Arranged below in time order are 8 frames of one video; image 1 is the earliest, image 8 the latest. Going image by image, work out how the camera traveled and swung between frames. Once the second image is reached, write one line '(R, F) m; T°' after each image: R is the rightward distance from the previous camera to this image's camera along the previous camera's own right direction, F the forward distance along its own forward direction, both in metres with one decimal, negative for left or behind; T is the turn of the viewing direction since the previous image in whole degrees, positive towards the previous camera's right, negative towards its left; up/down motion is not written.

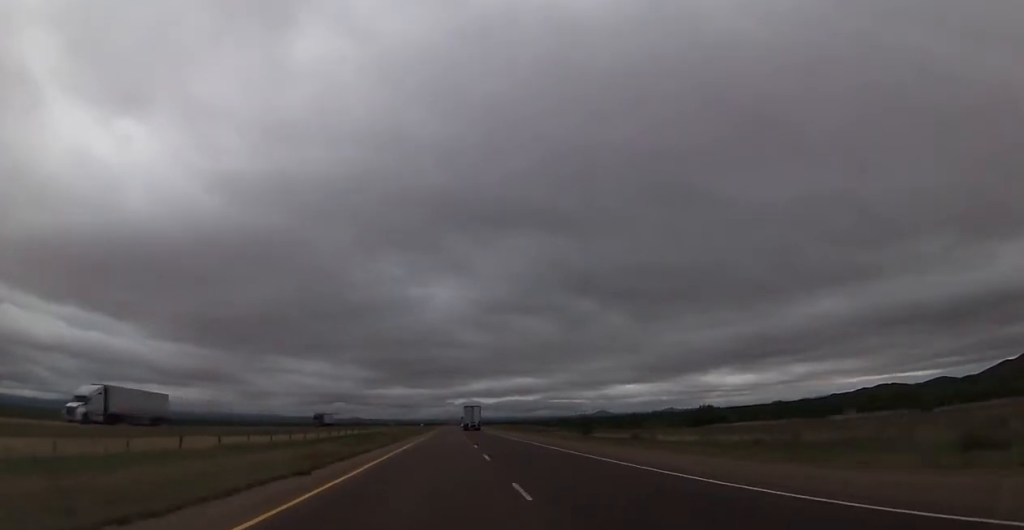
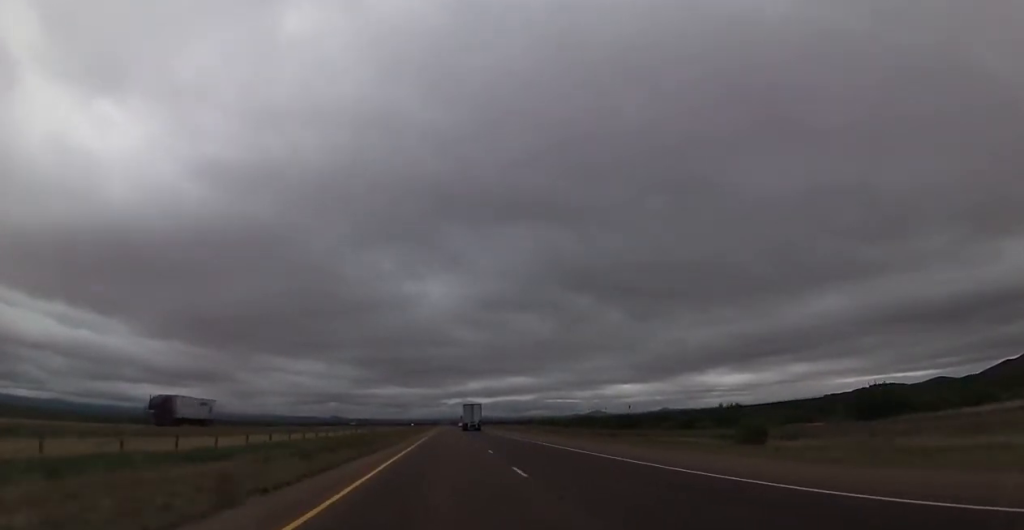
(+0.4, +56.1) m; +1°
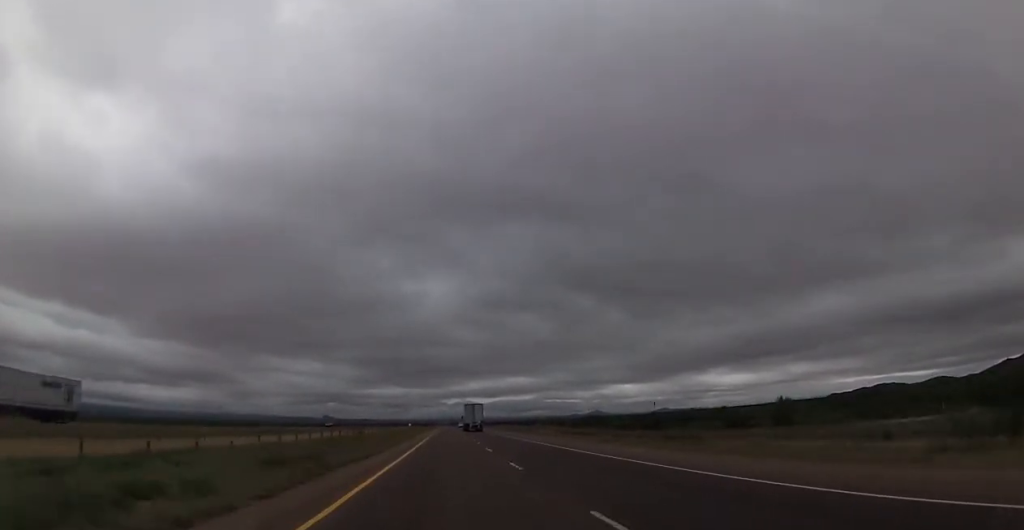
(+0.2, +21.9) m; 0°
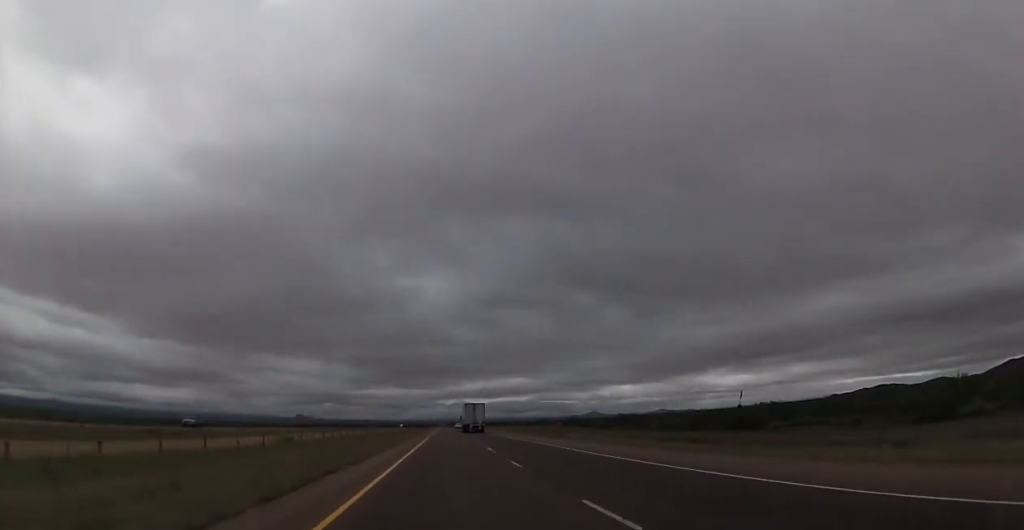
(-0.2, +47.6) m; -1°
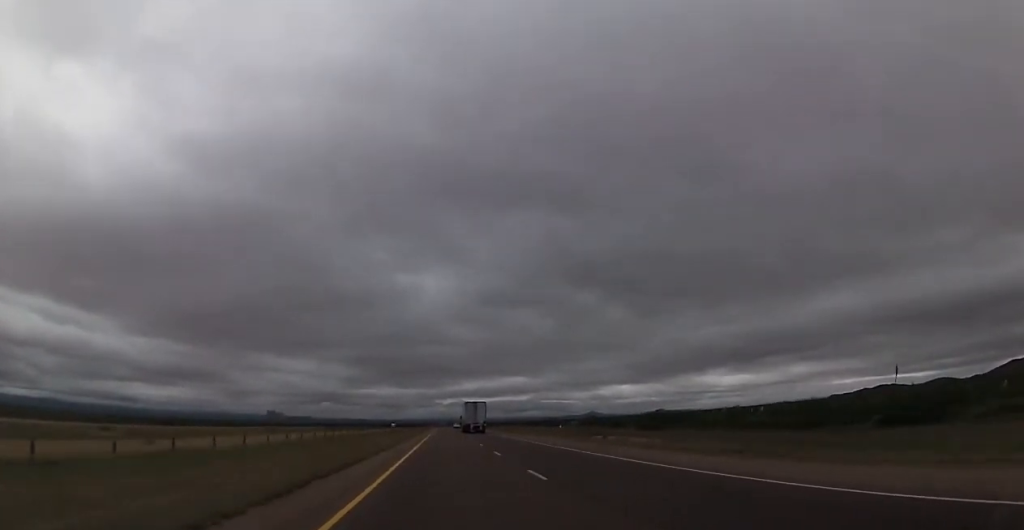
(-0.2, +41.2) m; 0°
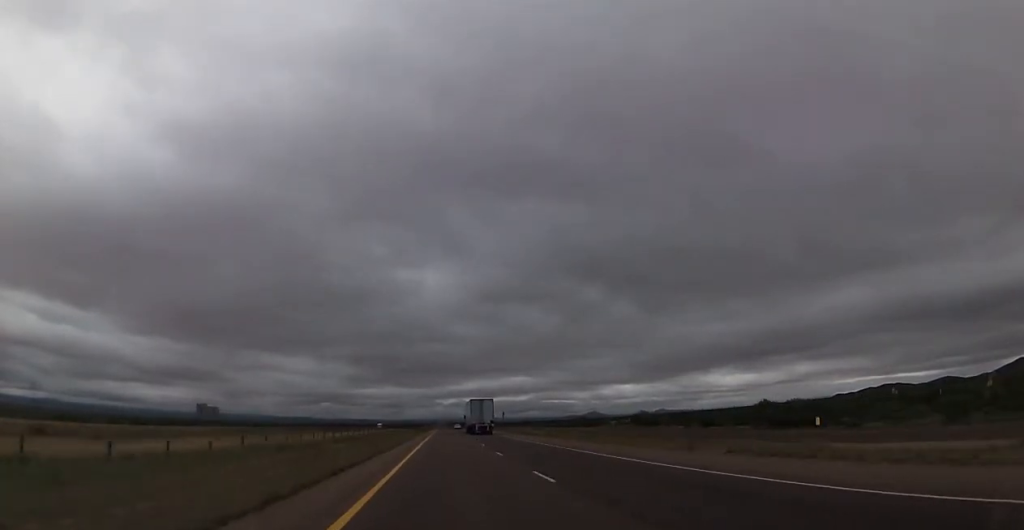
(+0.5, +61.5) m; 0°
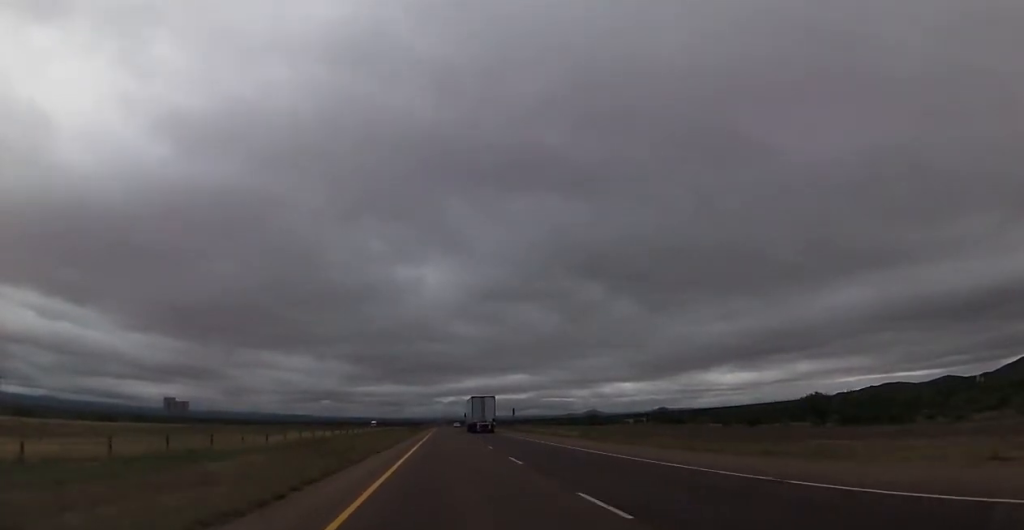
(0.0, +18.1) m; 0°
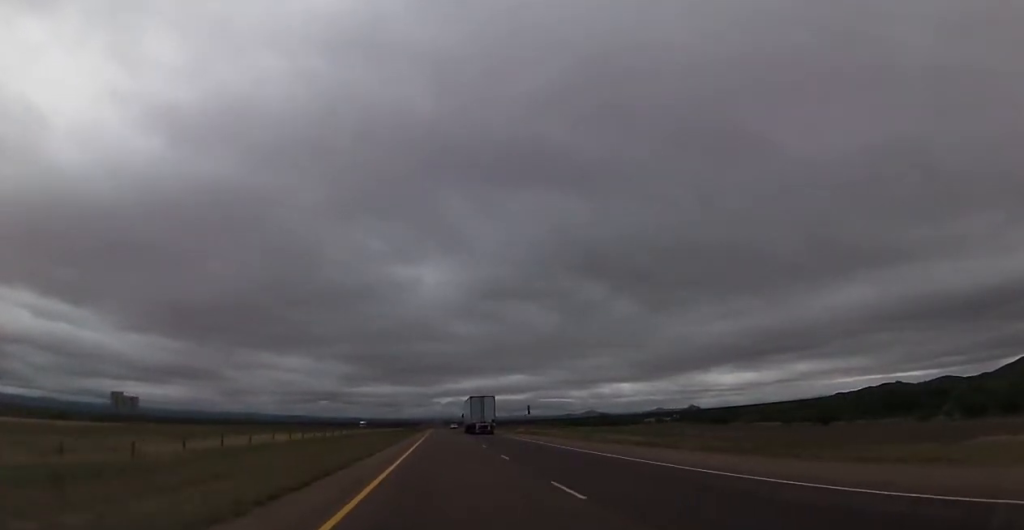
(0.0, +21.7) m; 0°
